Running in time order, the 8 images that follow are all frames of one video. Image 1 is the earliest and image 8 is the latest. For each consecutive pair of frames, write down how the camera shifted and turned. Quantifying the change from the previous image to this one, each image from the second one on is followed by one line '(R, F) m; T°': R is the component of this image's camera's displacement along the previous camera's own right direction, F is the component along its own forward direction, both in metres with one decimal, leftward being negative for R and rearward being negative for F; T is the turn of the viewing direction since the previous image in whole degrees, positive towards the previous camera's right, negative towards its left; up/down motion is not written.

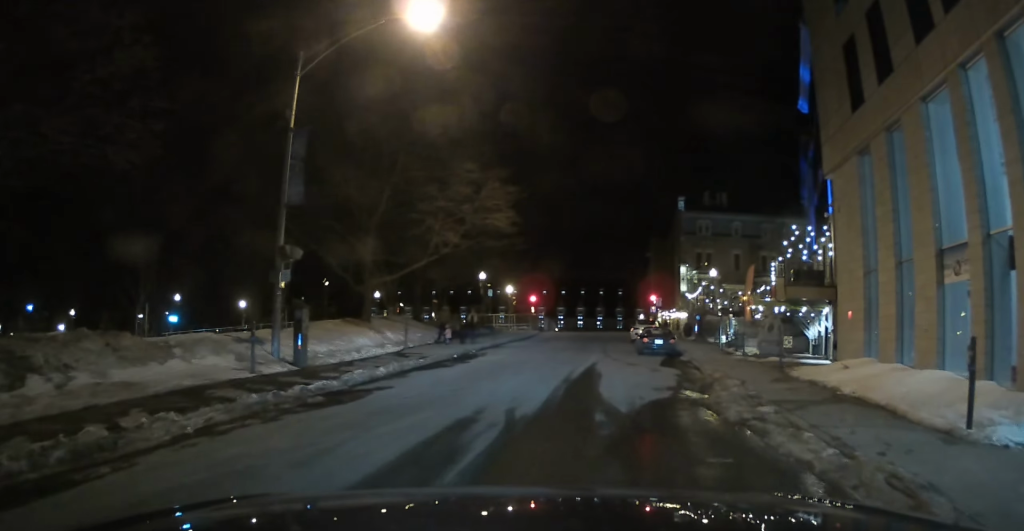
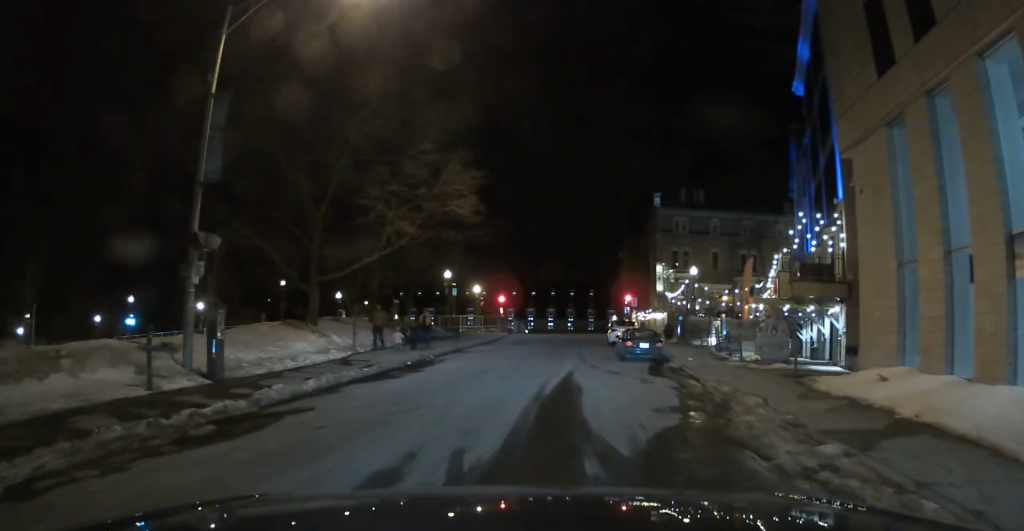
(+0.3, +7.6) m; 0°
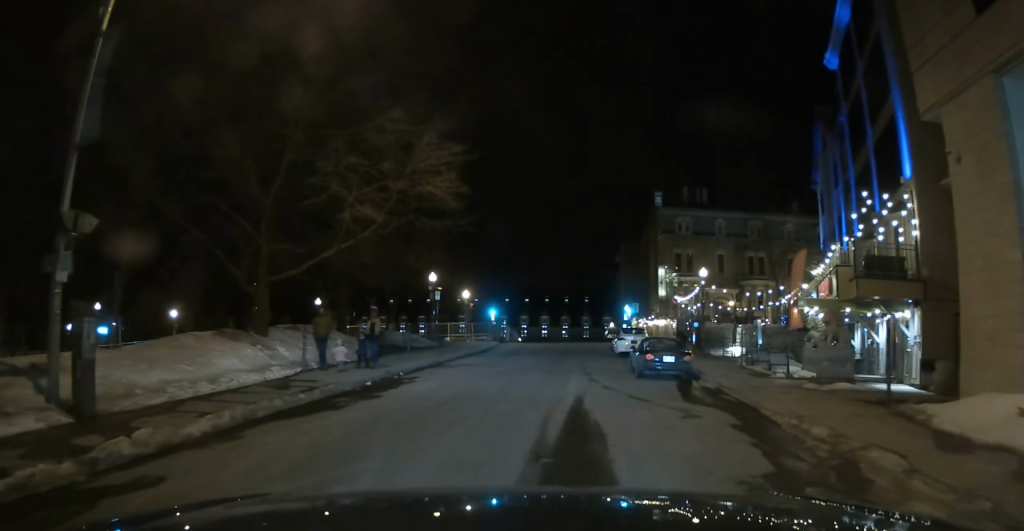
(-0.2, +7.6) m; -1°
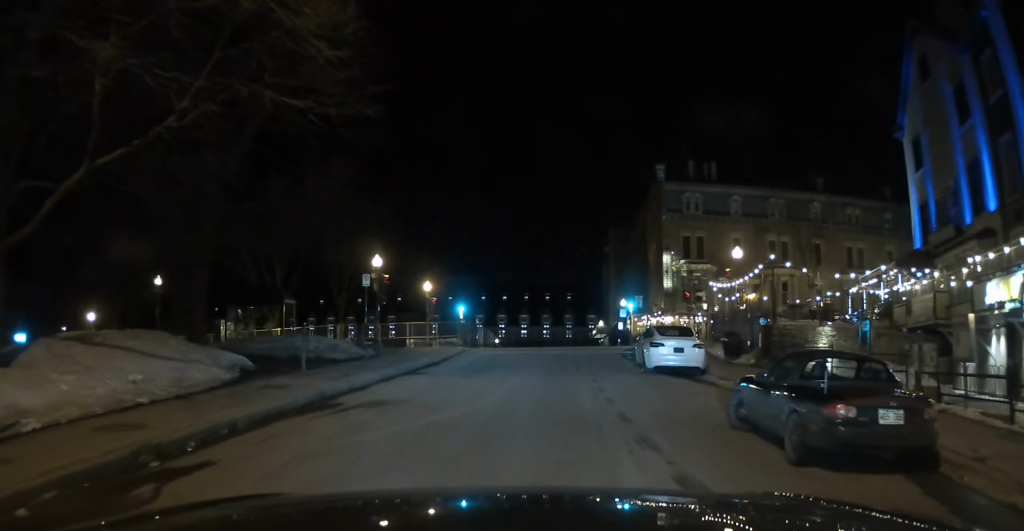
(-0.3, +15.8) m; -1°
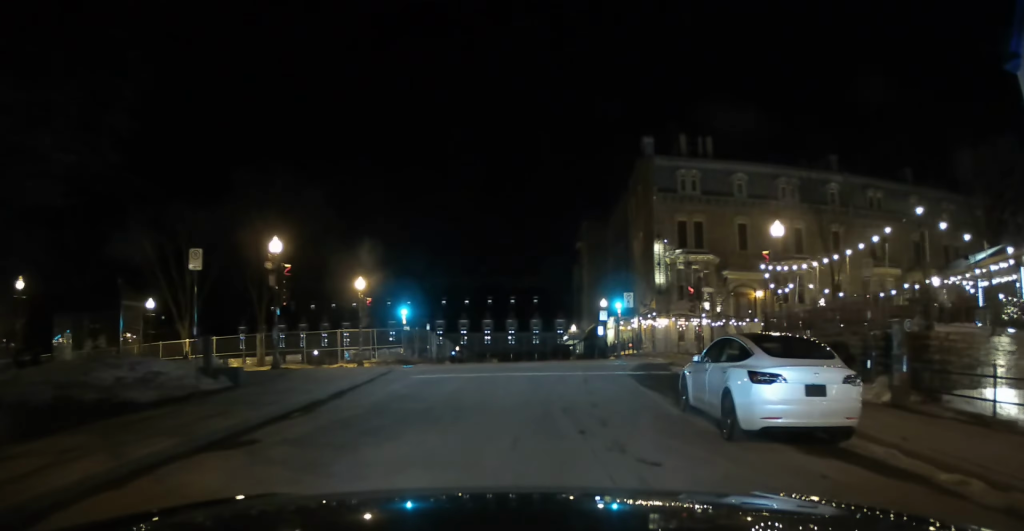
(0.0, +12.7) m; 0°
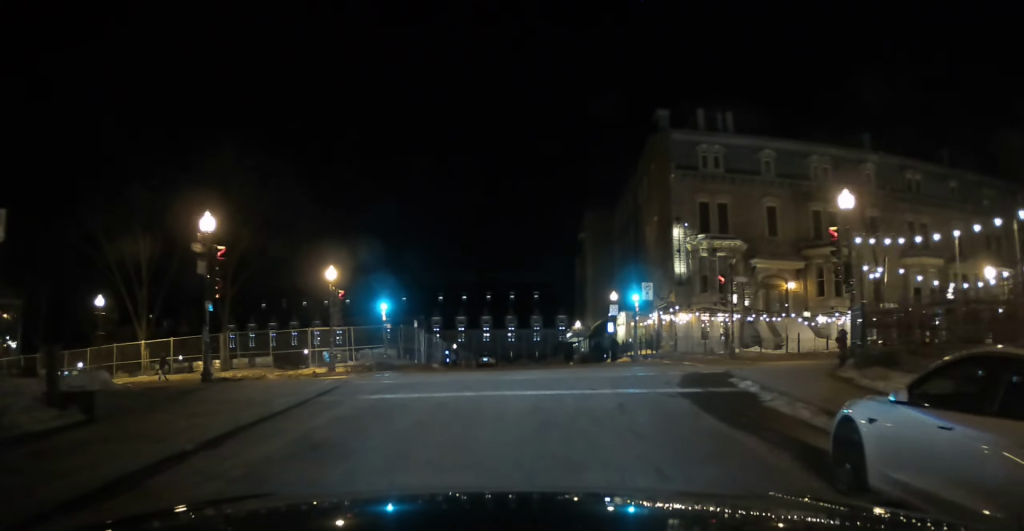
(-0.1, +6.6) m; 0°
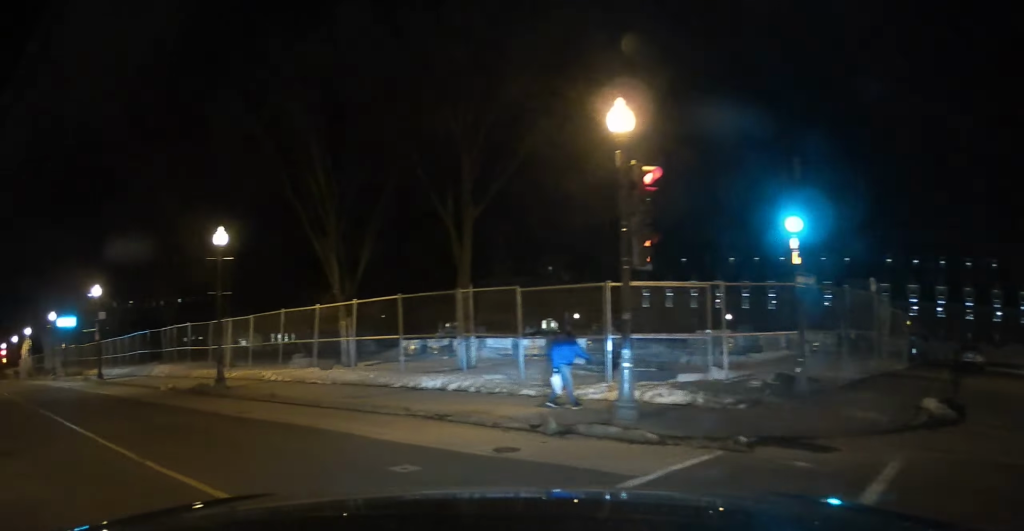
(-6.6, +28.8) m; -55°
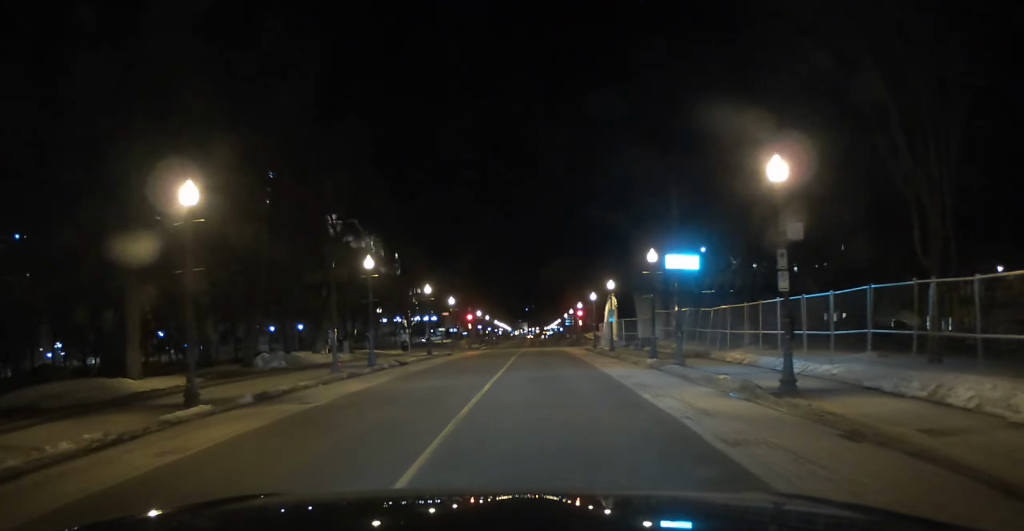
(-11.1, +22.2) m; -34°
